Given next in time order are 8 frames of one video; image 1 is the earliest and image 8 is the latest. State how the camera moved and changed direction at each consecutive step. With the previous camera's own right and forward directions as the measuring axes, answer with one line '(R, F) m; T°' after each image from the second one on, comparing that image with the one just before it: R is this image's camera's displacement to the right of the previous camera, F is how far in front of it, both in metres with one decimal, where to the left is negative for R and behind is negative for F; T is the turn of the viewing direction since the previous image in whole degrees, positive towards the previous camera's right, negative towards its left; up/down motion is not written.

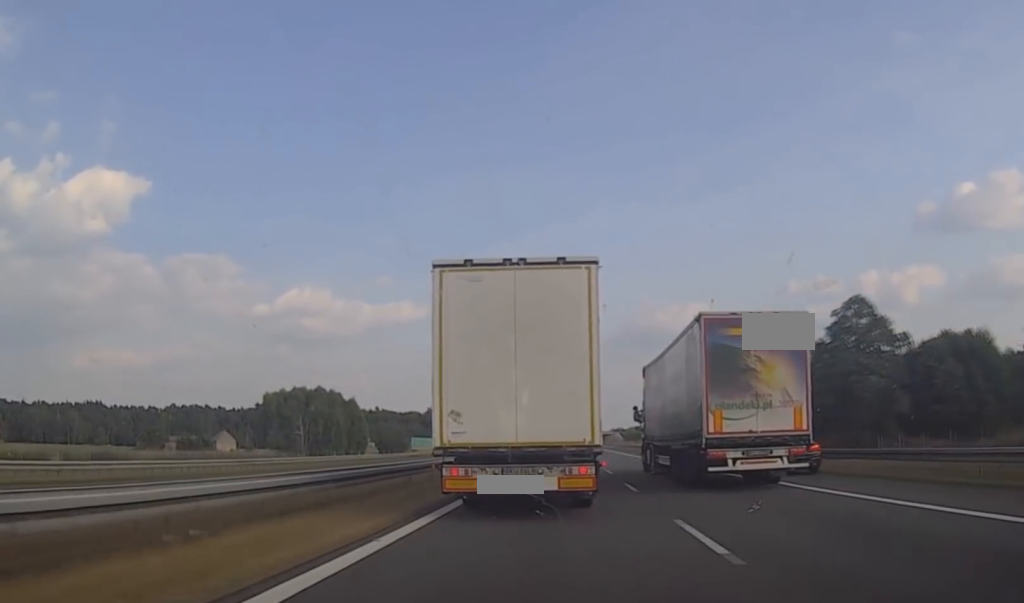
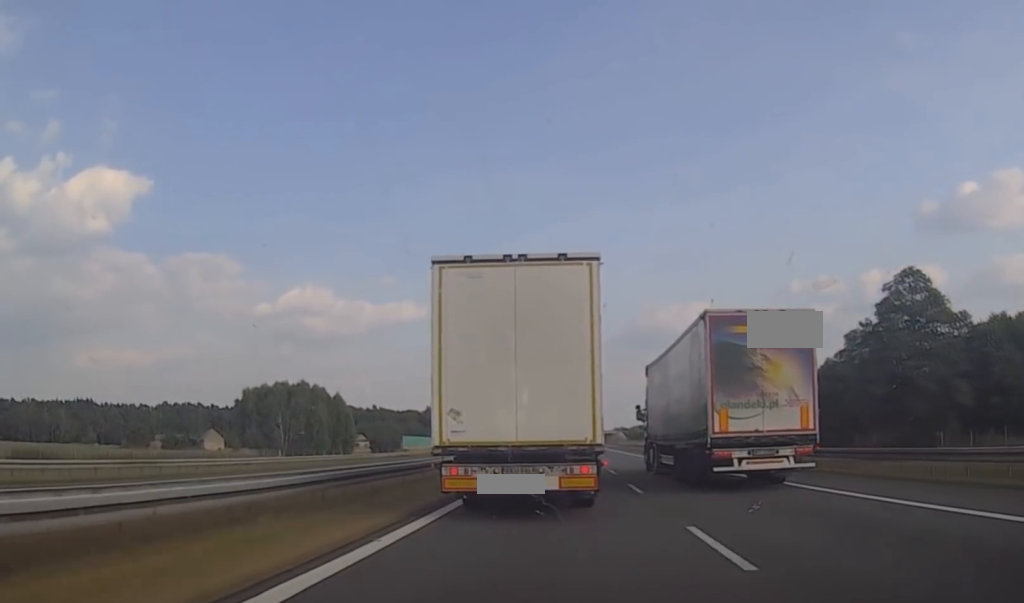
(0.0, +16.1) m; 0°
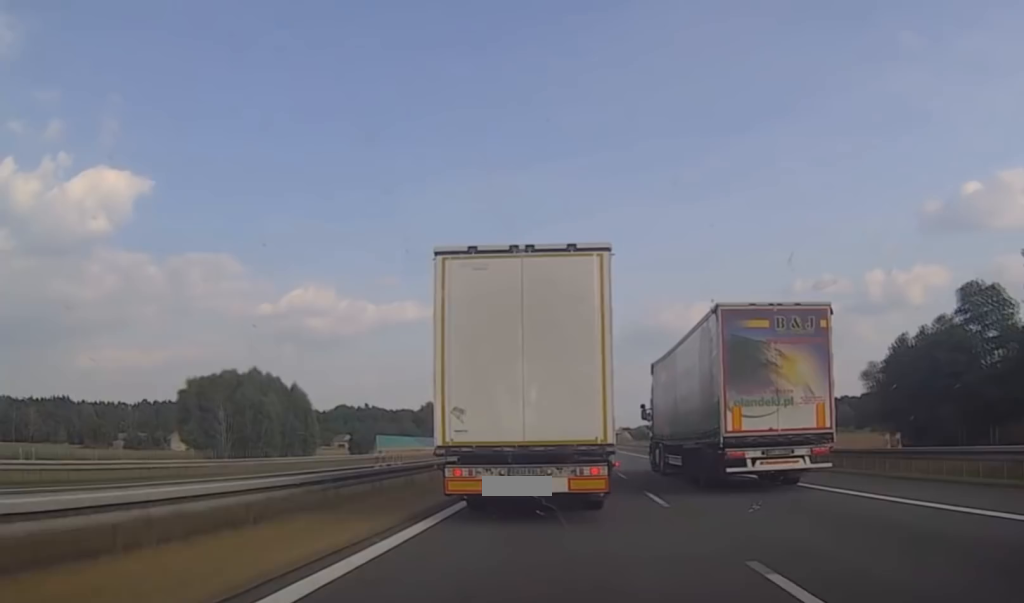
(0.0, +37.1) m; 0°
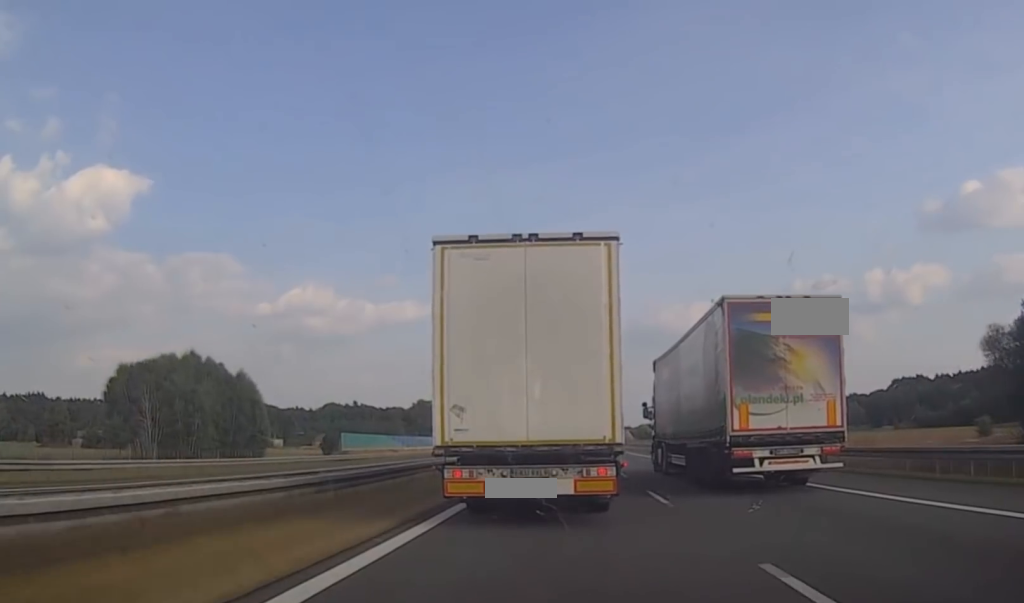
(0.0, +34.1) m; 0°
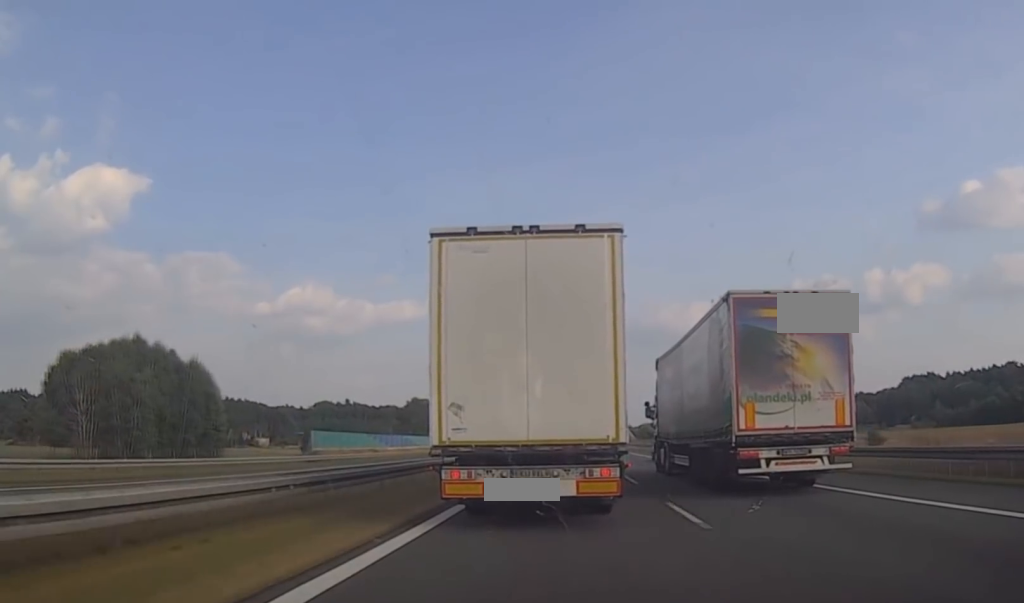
(0.0, +23.6) m; 0°
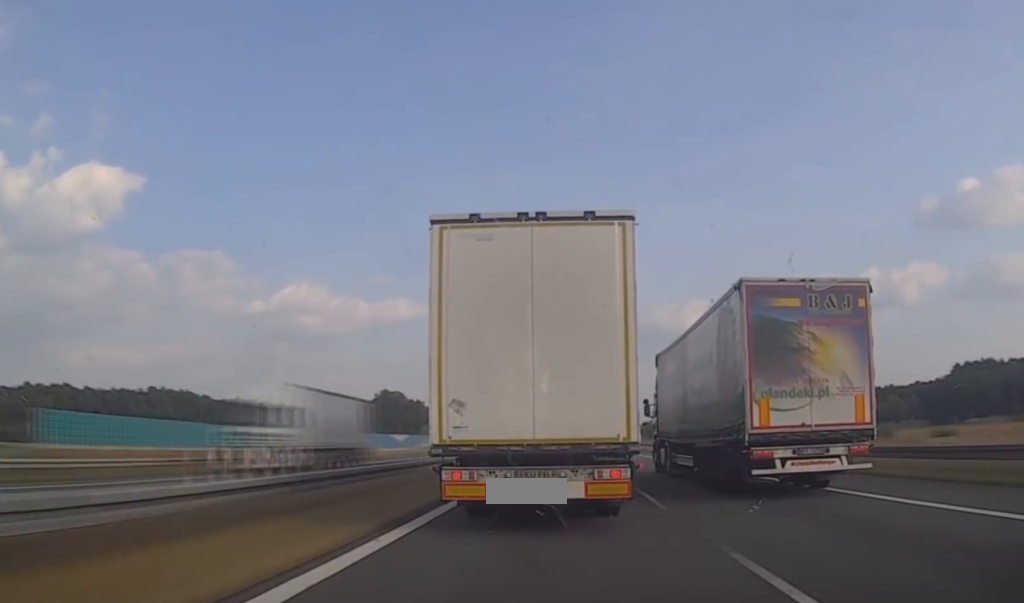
(0.0, +39.5) m; 0°
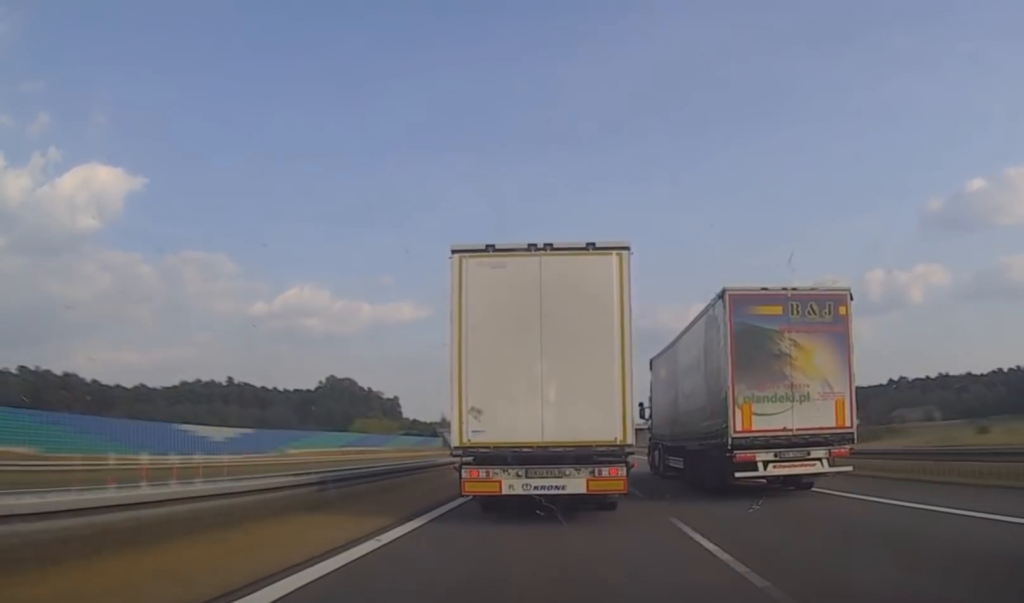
(0.0, +41.6) m; 0°
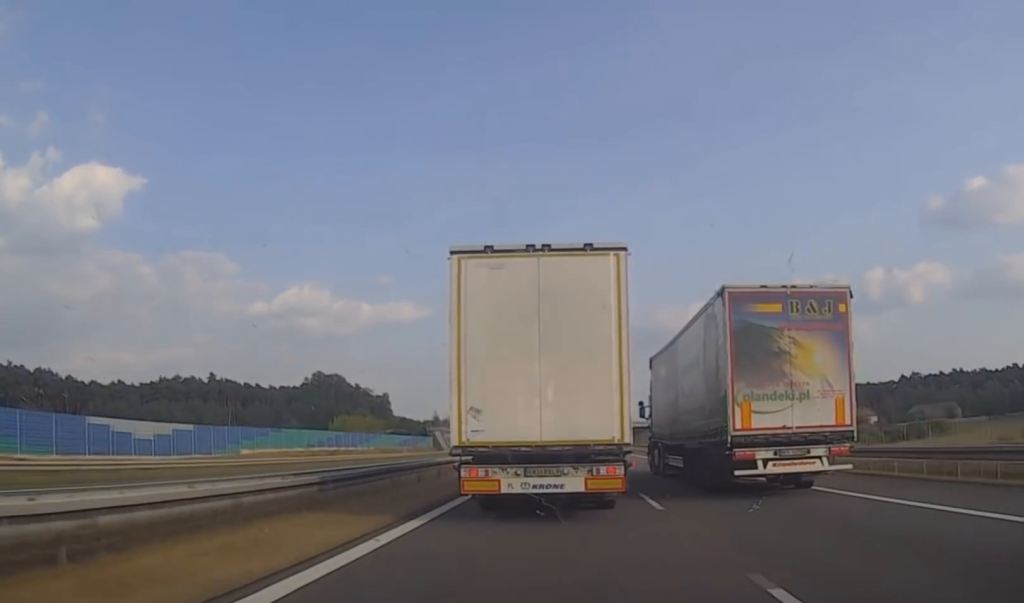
(0.0, +16.9) m; 0°
